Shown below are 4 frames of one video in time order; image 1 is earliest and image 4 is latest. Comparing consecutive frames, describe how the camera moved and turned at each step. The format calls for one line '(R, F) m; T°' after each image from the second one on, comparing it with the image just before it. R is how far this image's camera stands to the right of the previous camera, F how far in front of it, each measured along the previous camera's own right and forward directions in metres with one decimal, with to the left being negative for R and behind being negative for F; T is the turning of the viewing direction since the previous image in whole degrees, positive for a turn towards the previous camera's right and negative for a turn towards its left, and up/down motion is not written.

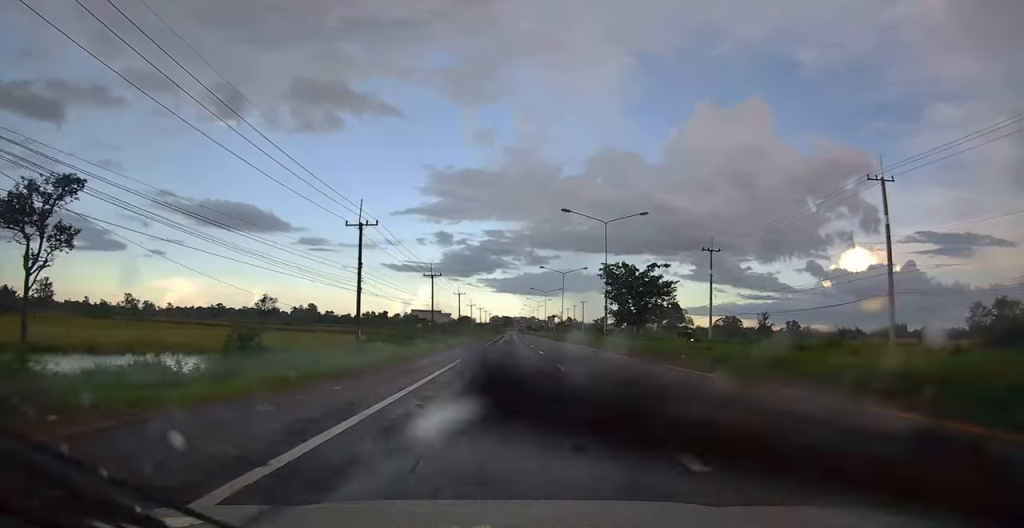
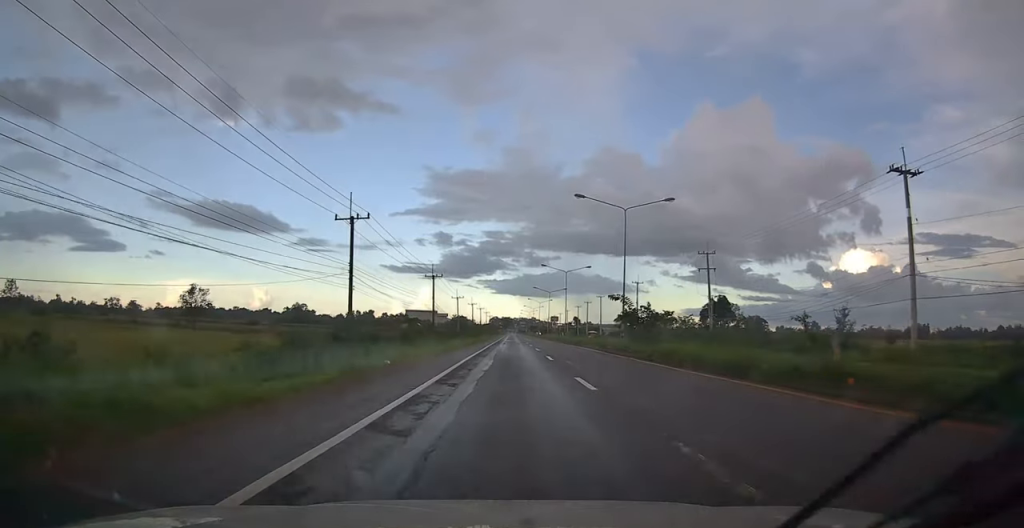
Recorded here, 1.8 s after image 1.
(+0.5, +41.3) m; +1°
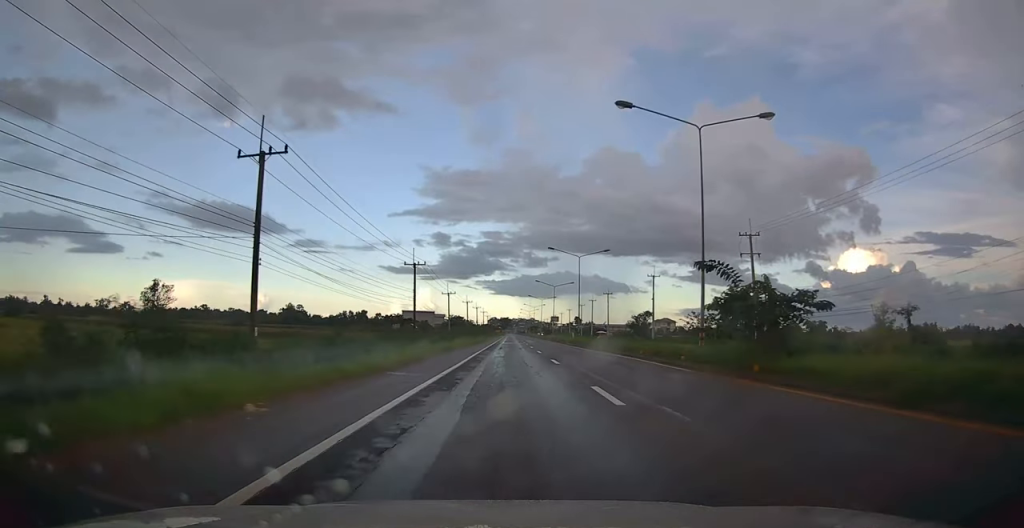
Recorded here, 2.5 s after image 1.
(0.0, +14.9) m; 0°
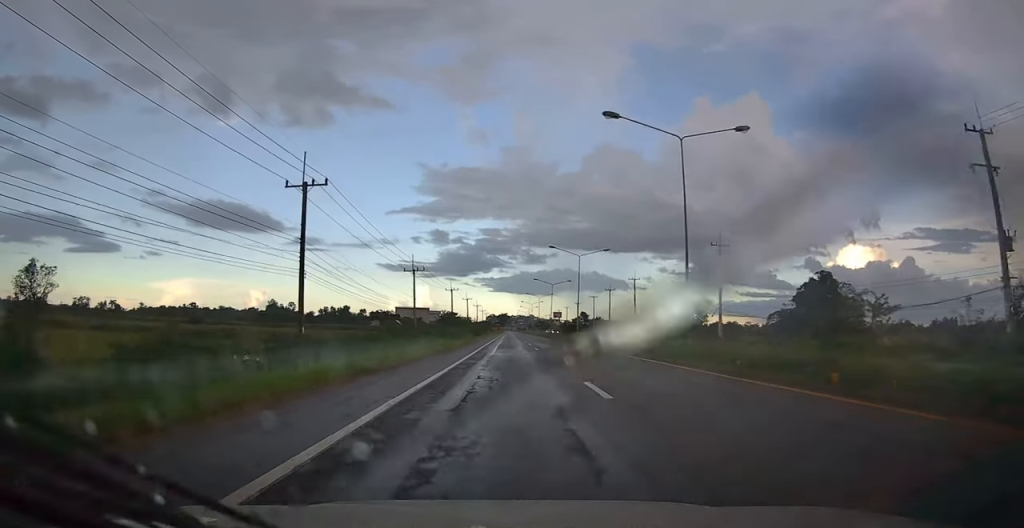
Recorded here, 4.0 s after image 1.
(-0.1, +35.6) m; -2°
